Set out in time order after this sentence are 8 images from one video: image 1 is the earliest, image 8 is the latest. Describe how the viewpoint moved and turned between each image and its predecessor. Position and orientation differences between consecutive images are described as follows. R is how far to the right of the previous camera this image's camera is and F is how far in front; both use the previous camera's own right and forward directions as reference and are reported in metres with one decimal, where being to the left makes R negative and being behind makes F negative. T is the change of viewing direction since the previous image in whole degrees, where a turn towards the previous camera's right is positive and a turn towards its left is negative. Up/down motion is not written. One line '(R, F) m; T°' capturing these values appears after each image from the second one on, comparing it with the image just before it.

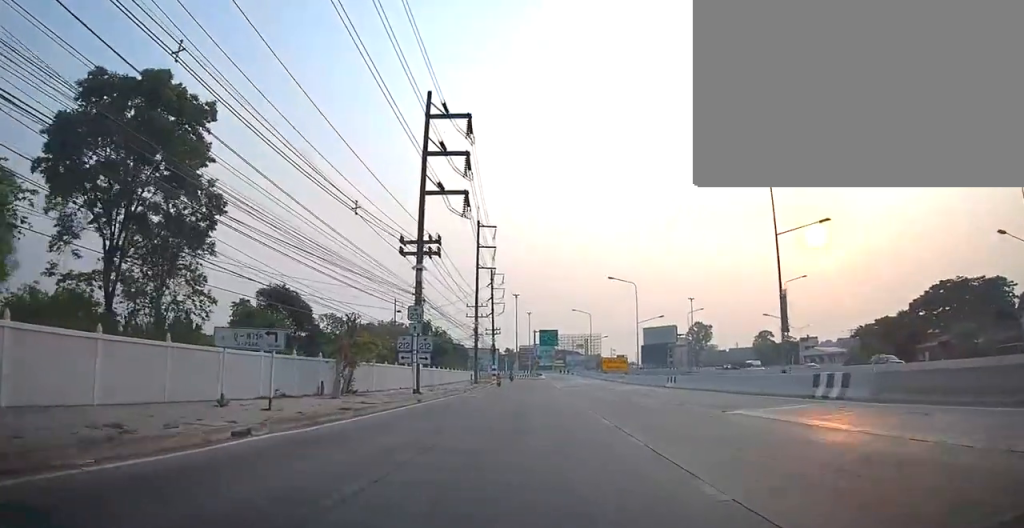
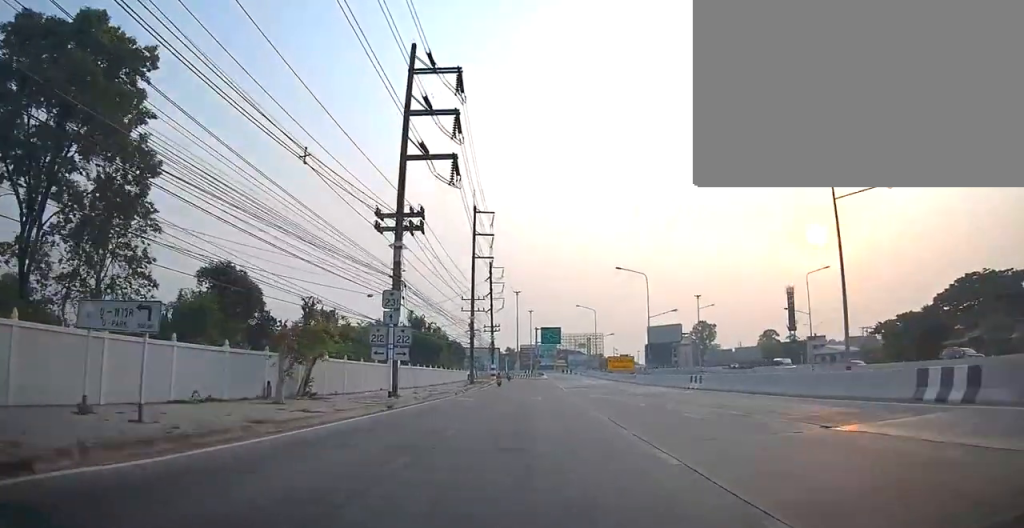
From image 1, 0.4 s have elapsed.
(0.0, +5.7) m; 0°
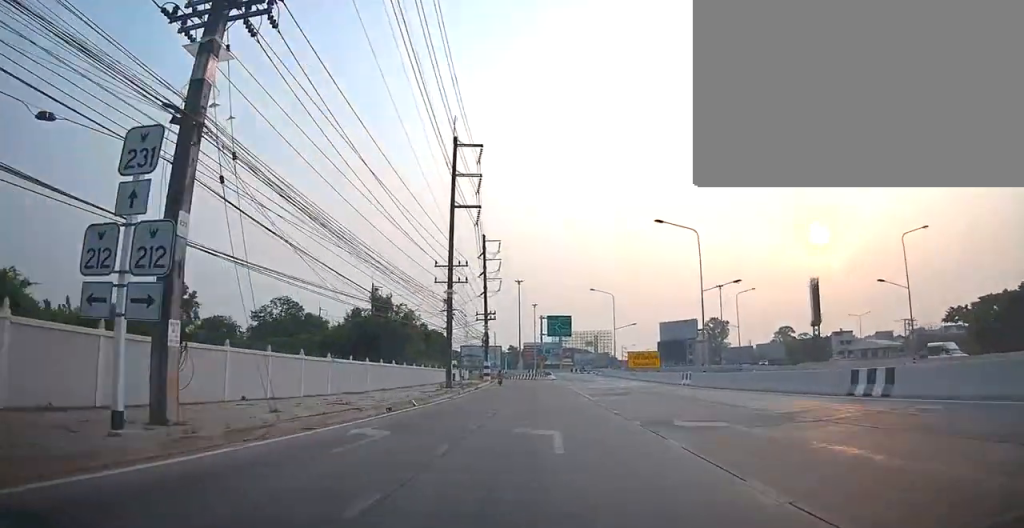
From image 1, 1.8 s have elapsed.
(+0.2, +18.3) m; +3°
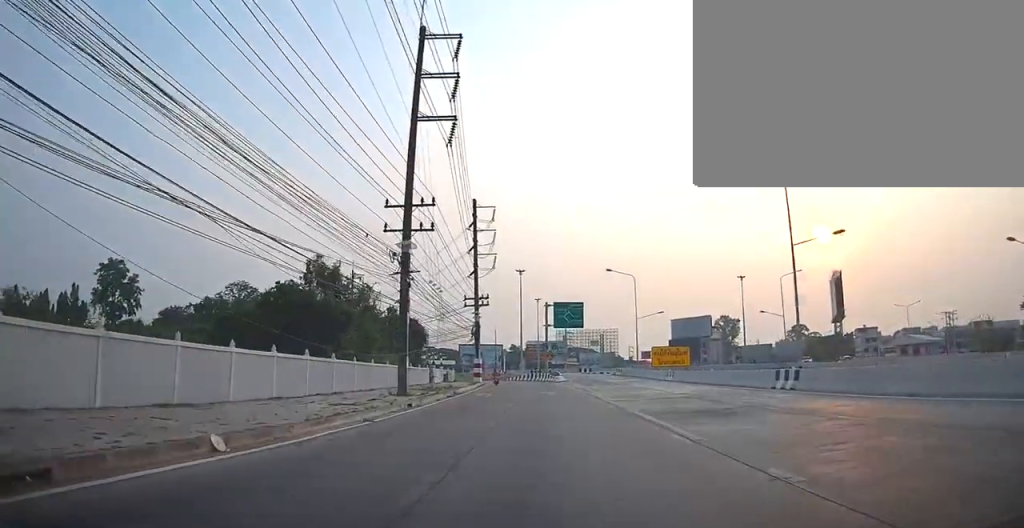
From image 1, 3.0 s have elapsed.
(+0.6, +15.6) m; -2°
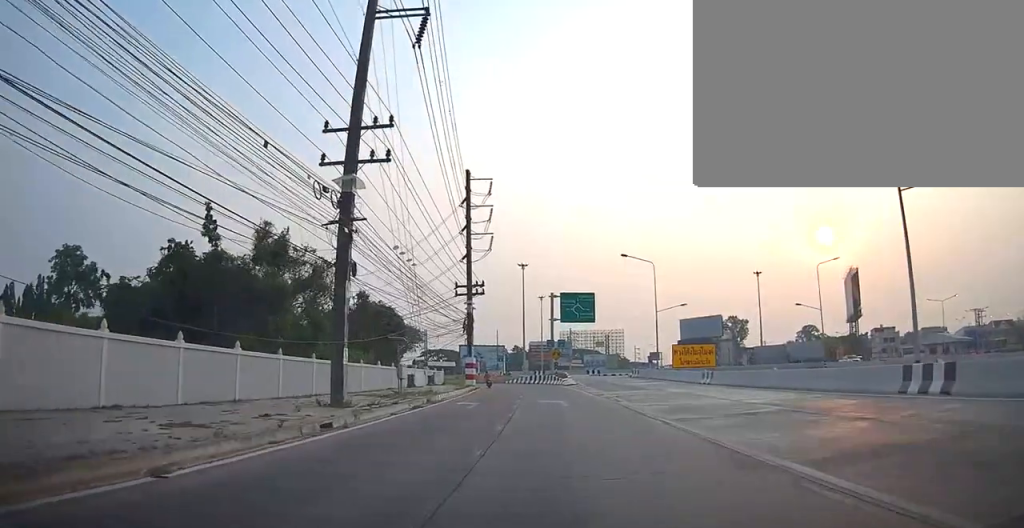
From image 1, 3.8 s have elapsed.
(-0.7, +9.0) m; -1°
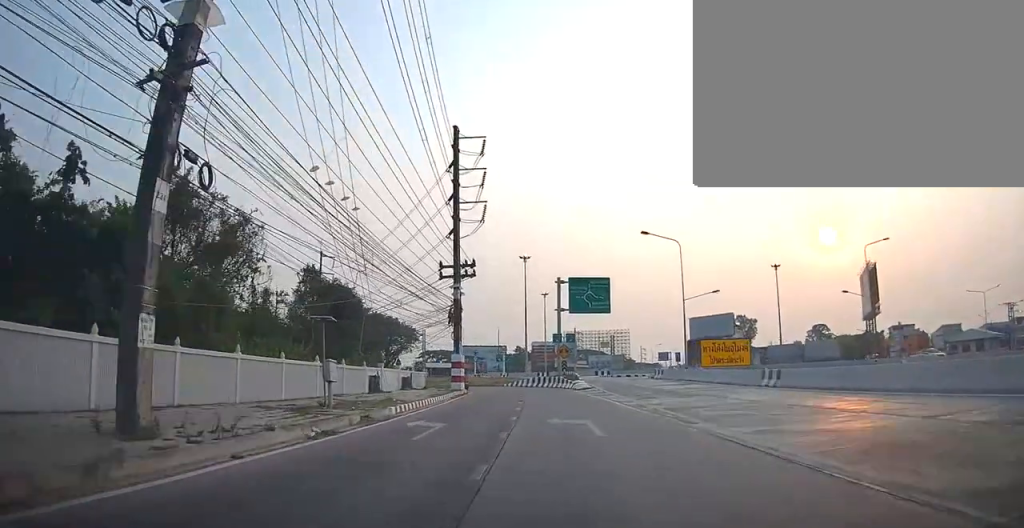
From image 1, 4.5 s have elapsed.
(0.0, +9.4) m; 0°
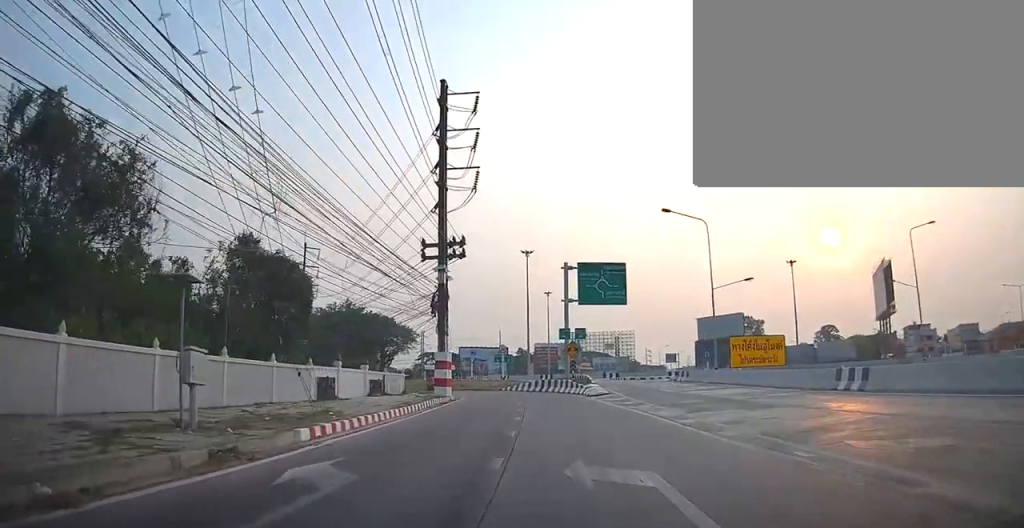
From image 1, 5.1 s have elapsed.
(+0.4, +7.3) m; 0°
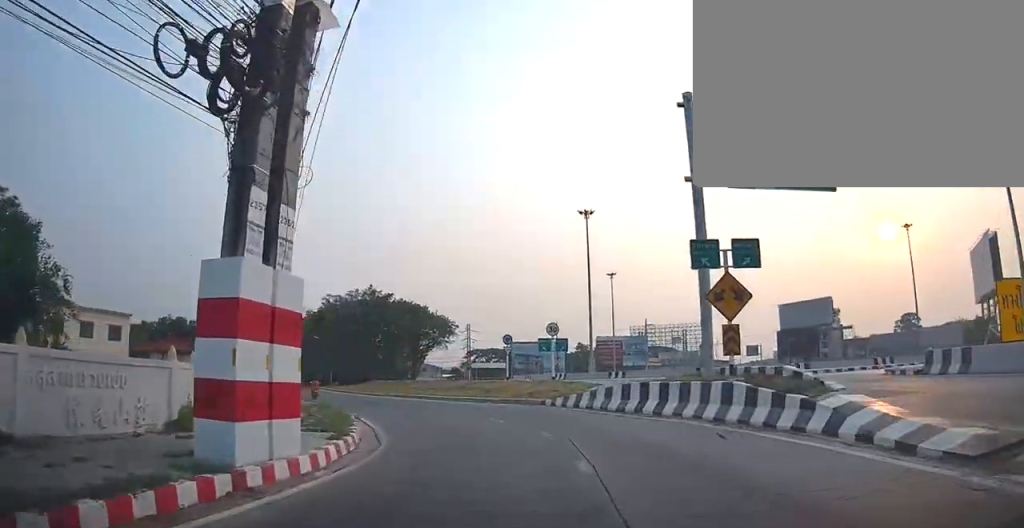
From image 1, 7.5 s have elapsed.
(-1.8, +26.1) m; -10°
